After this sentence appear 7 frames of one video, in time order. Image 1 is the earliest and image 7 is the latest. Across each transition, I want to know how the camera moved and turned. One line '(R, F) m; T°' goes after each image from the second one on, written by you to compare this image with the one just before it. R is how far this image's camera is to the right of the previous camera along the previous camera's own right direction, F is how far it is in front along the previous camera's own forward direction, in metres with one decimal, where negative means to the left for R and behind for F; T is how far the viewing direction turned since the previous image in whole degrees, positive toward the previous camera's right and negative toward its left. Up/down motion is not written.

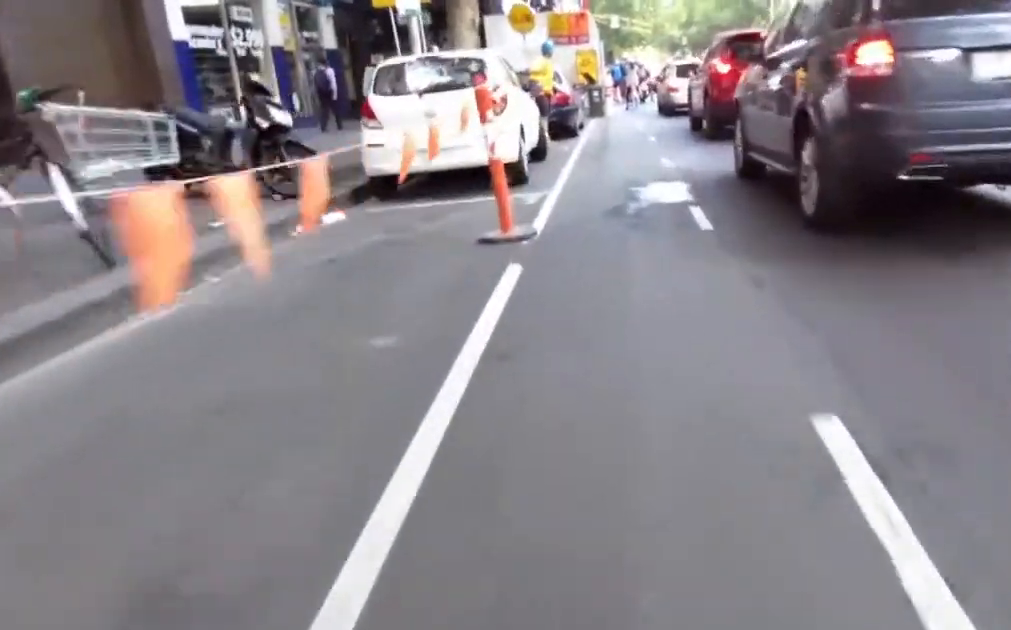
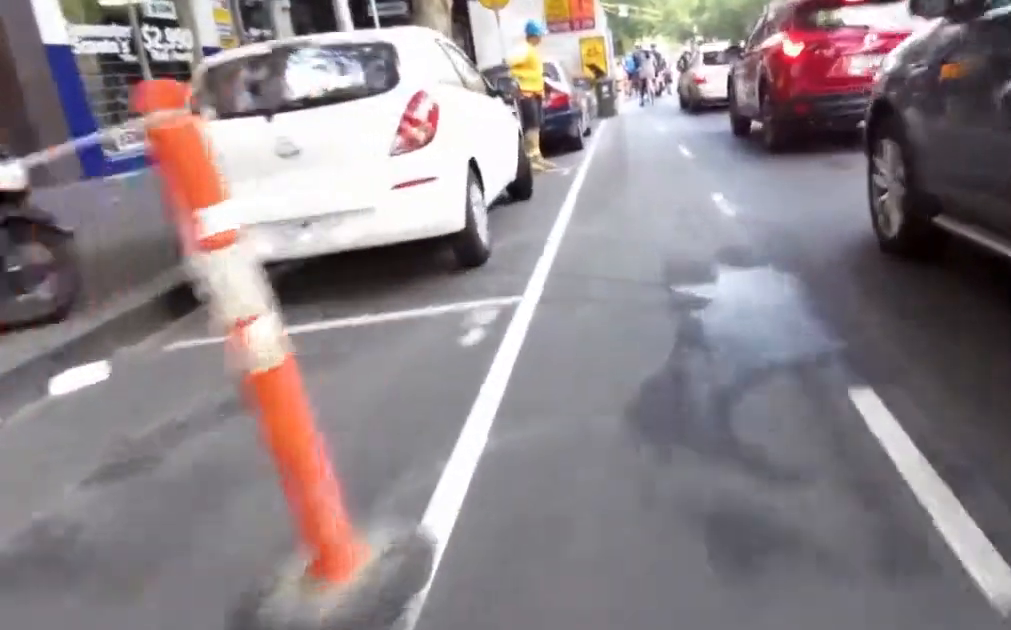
(0.0, +3.3) m; 0°
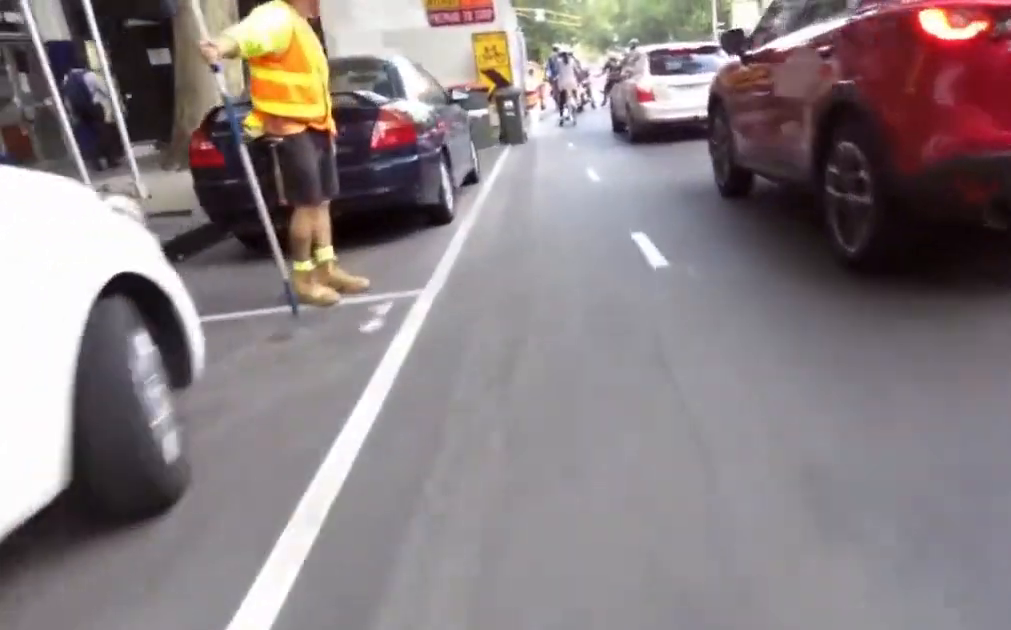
(0.0, +4.7) m; -1°
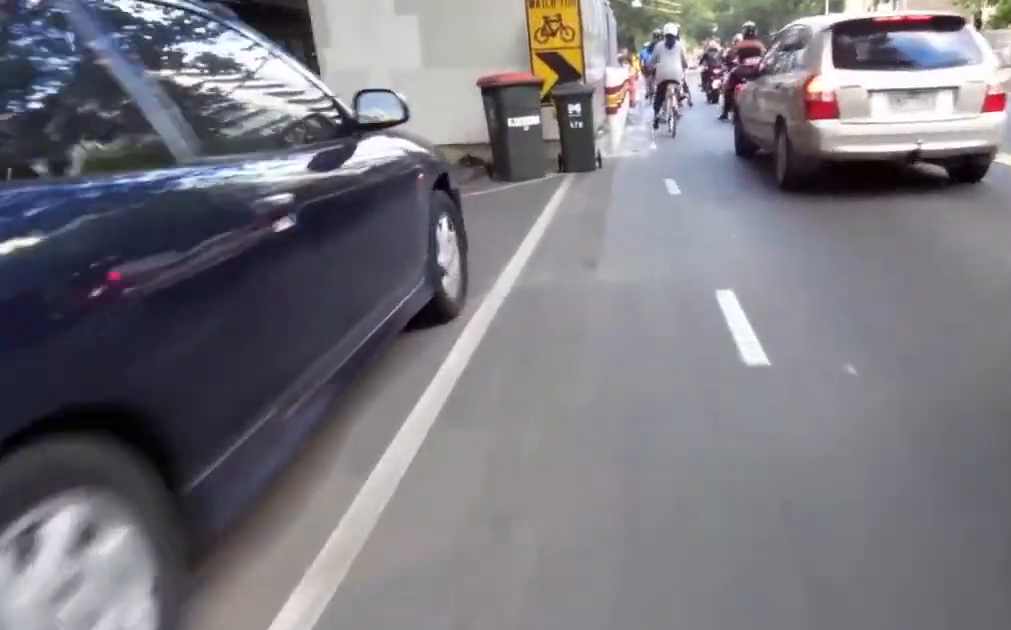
(-0.1, +5.3) m; +1°
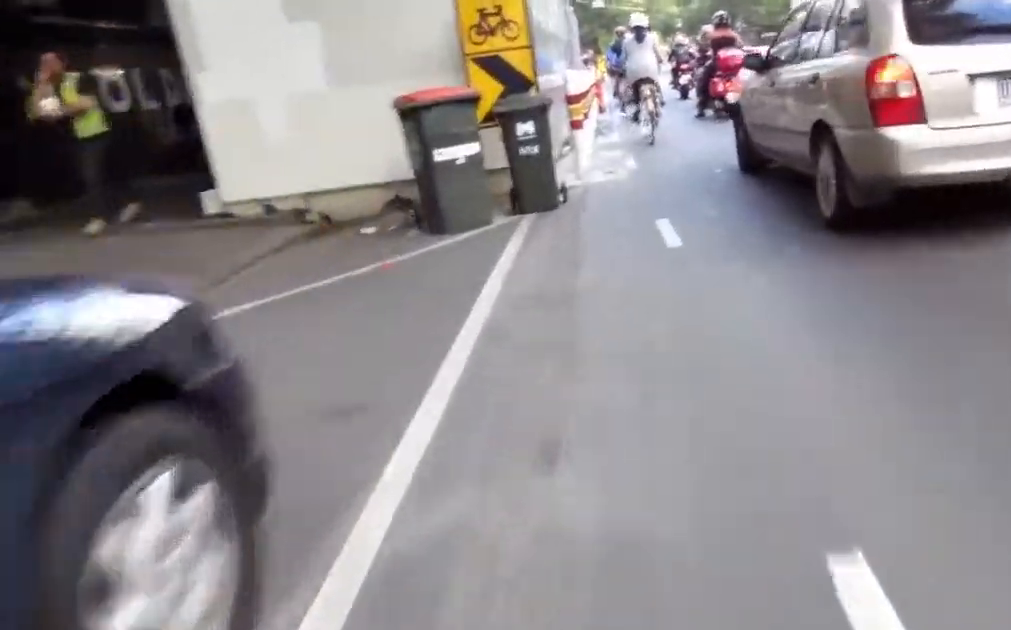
(-0.1, +2.3) m; +4°
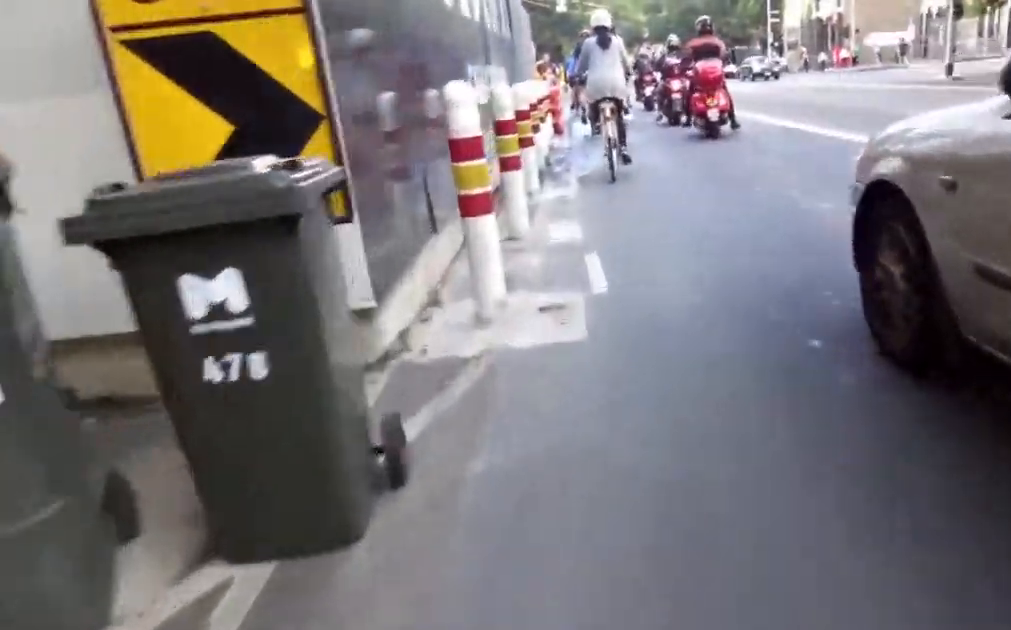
(+0.6, +4.7) m; +11°
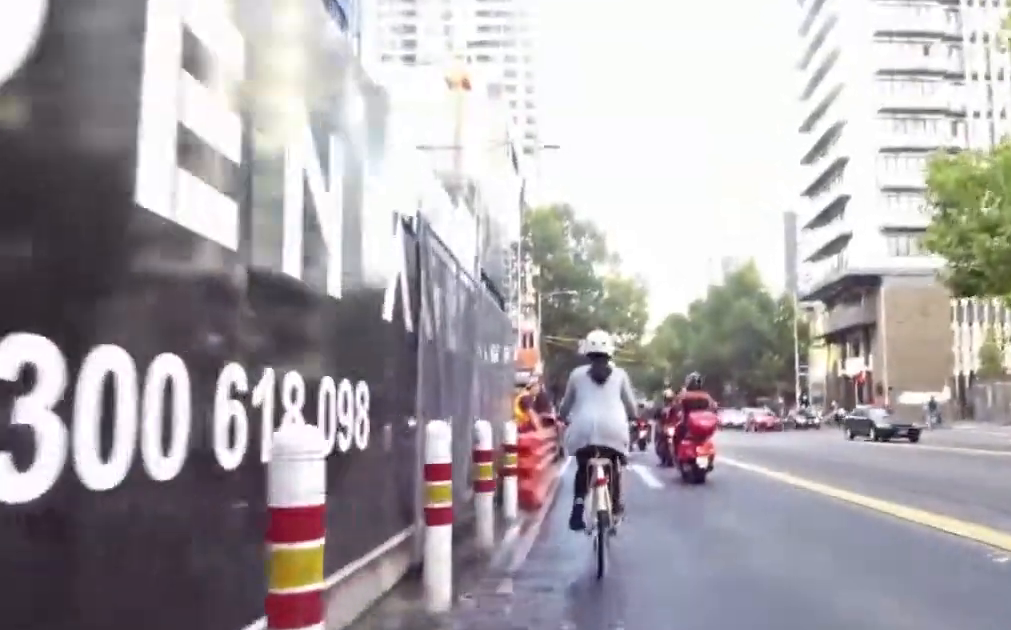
(+0.2, +7.2) m; -4°
